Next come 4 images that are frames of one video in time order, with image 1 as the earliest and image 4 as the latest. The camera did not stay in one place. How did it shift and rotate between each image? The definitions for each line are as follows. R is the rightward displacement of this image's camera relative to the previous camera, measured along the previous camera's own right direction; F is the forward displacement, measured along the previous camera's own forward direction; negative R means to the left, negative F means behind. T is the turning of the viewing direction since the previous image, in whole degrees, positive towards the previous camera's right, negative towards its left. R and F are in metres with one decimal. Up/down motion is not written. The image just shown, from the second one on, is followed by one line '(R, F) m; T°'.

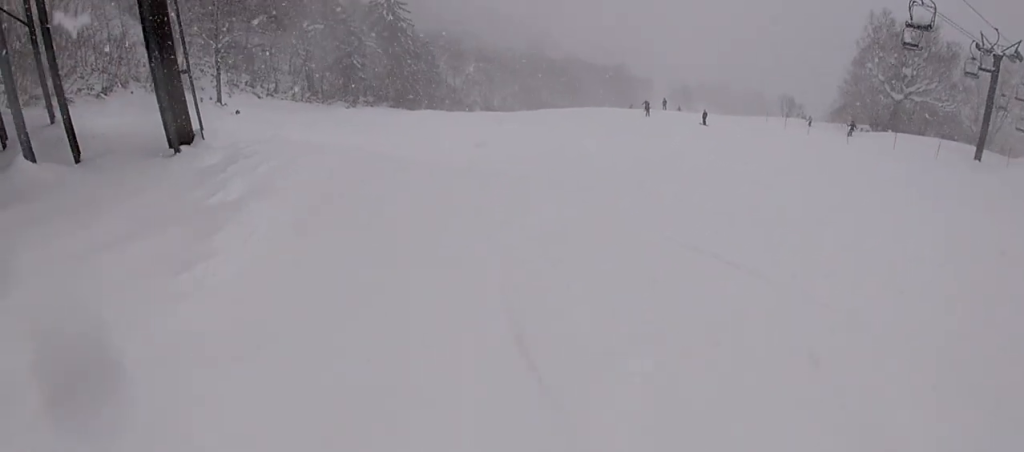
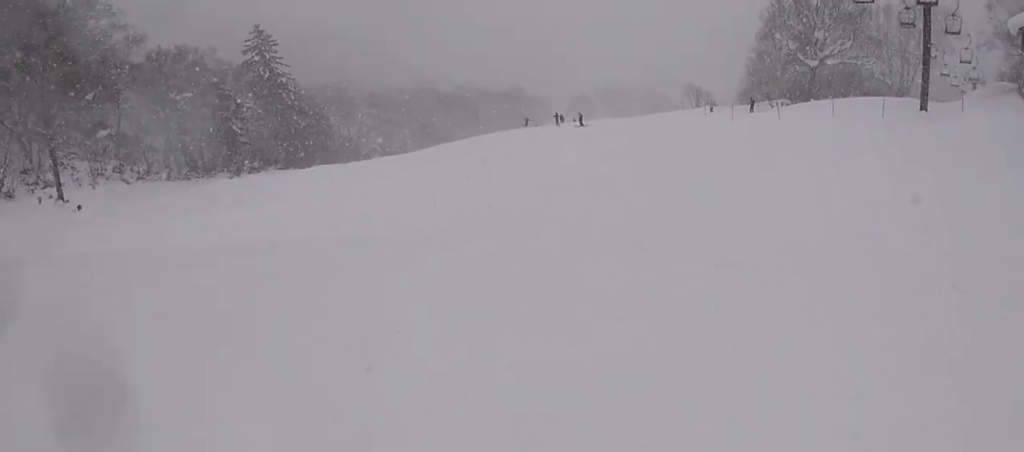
(-0.1, +5.8) m; +4°
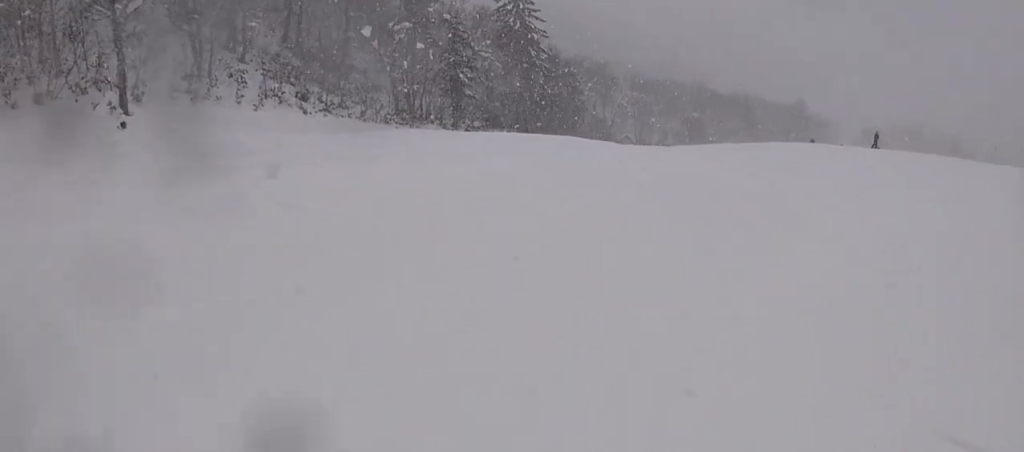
(-5.3, +16.4) m; -19°
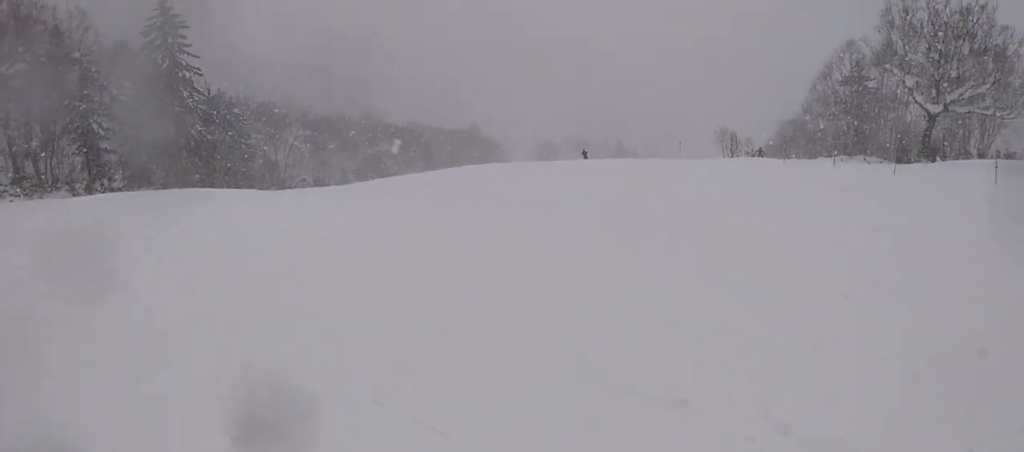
(+2.9, +7.1) m; +22°
